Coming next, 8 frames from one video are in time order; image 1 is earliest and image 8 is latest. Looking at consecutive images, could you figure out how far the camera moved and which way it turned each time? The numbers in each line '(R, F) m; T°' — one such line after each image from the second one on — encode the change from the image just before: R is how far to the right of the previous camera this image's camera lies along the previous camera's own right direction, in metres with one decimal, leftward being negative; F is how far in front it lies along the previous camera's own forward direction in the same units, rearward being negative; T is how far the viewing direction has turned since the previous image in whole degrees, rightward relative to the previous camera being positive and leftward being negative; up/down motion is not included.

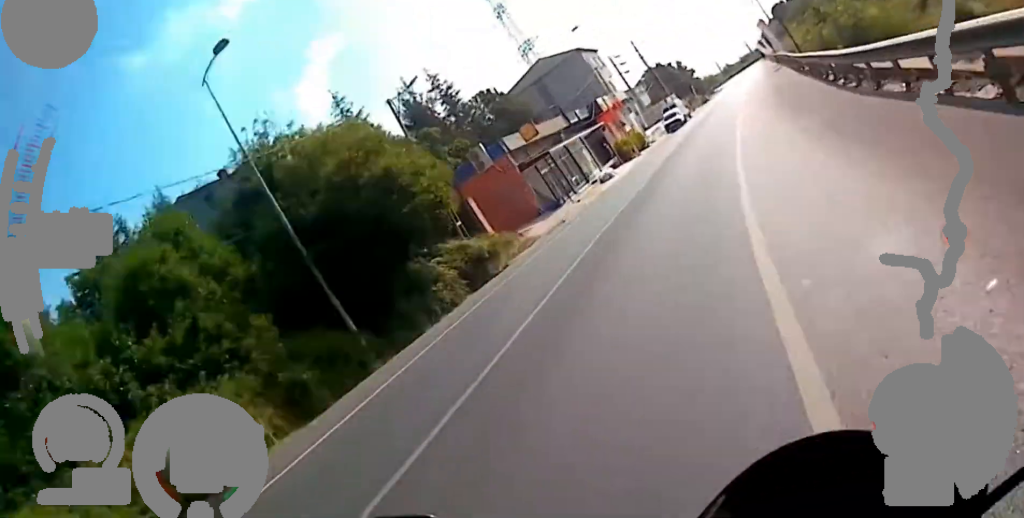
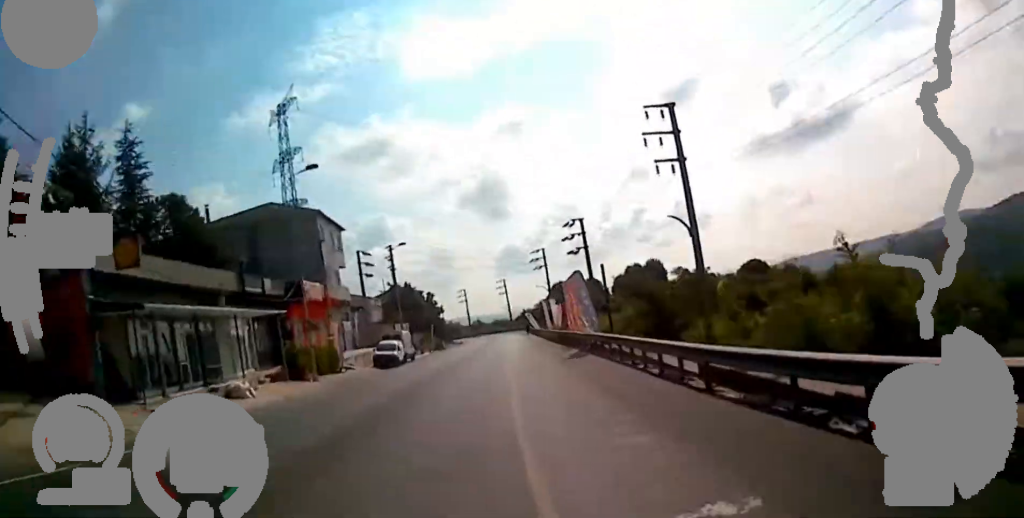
(+0.4, +20.0) m; +1°
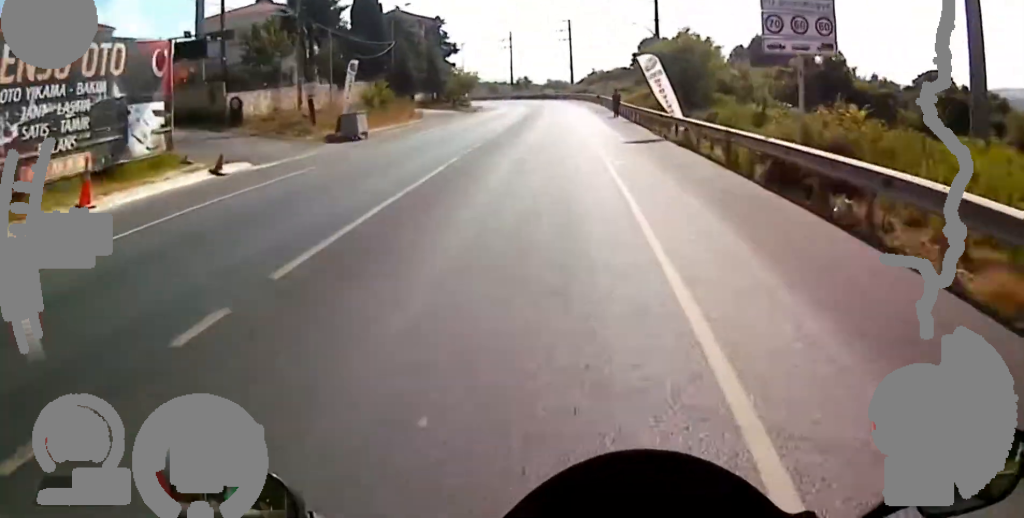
(-0.2, +57.3) m; 0°
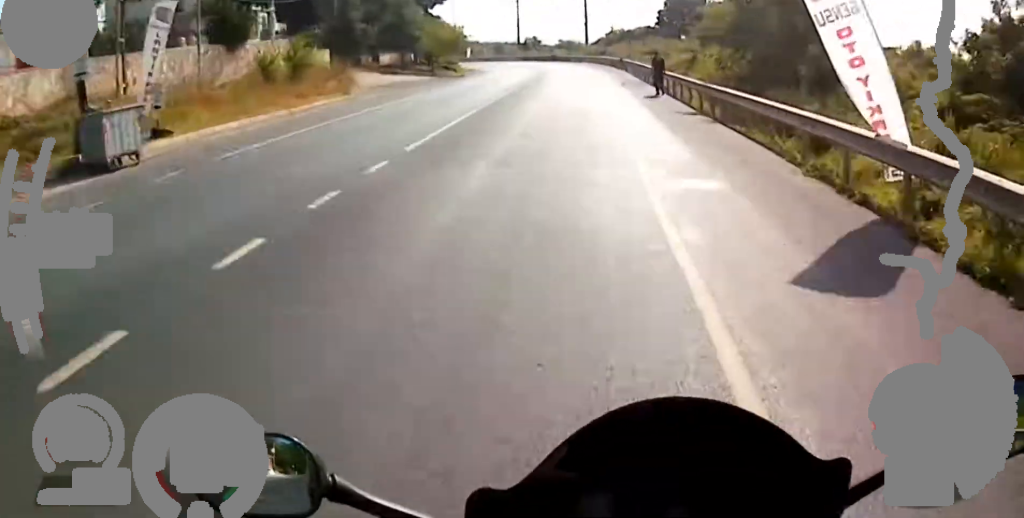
(0.0, +15.5) m; 0°
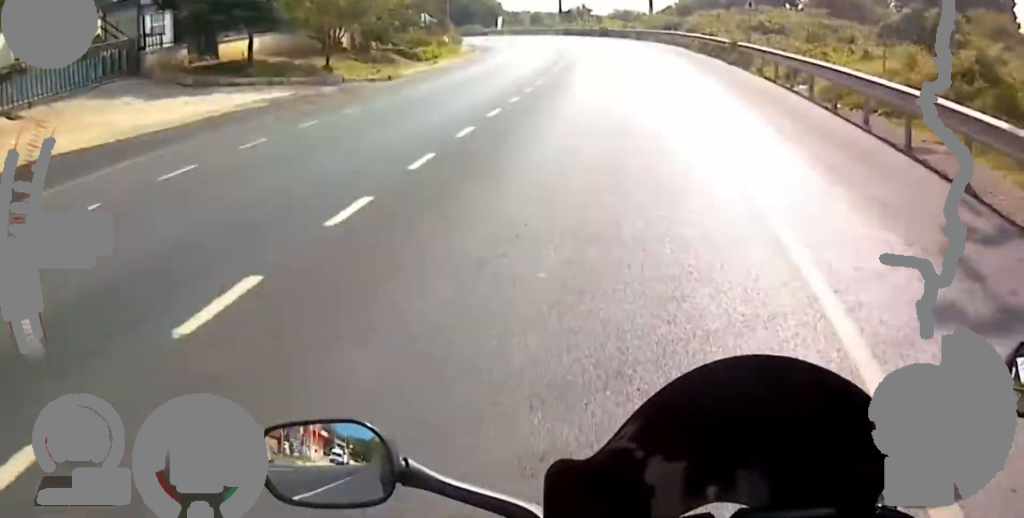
(-0.7, +27.8) m; -9°
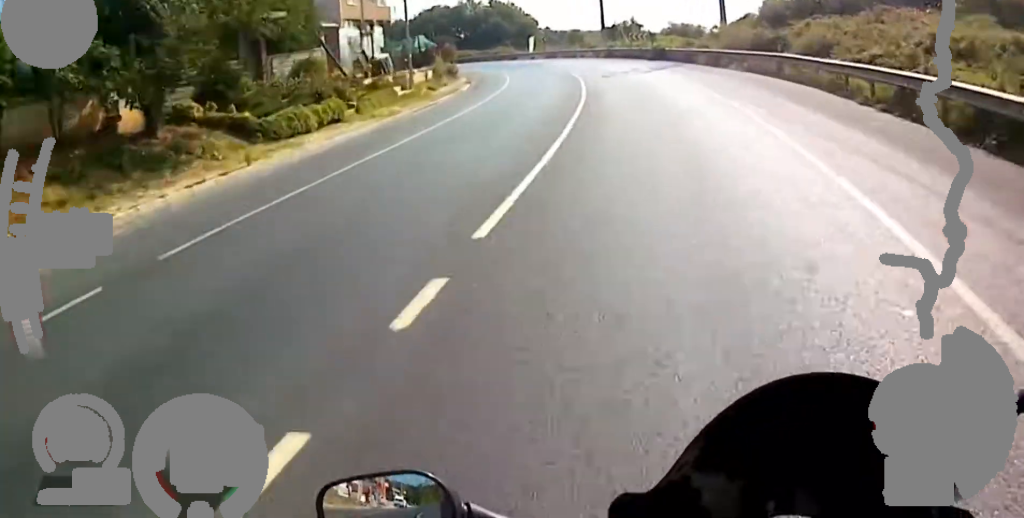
(-3.0, +21.0) m; -7°
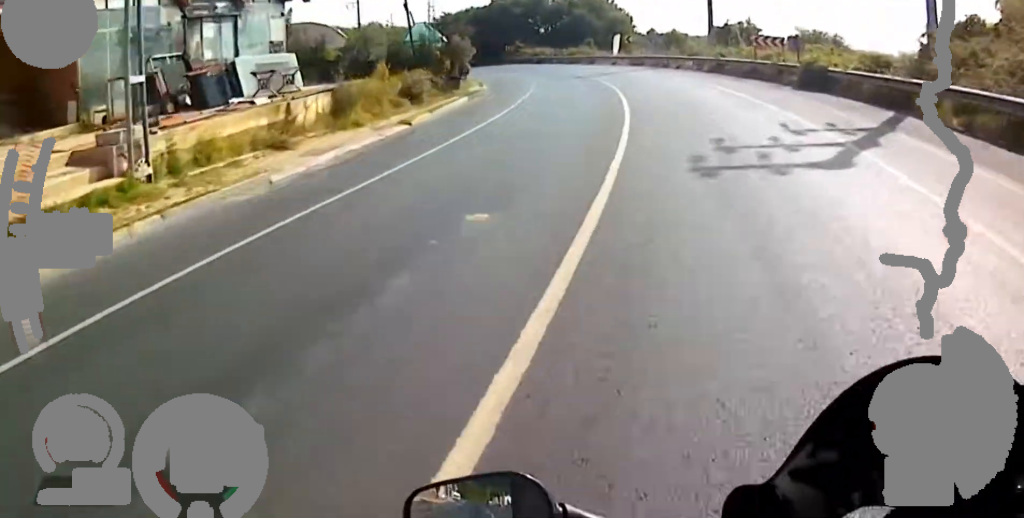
(+0.4, +24.8) m; +5°
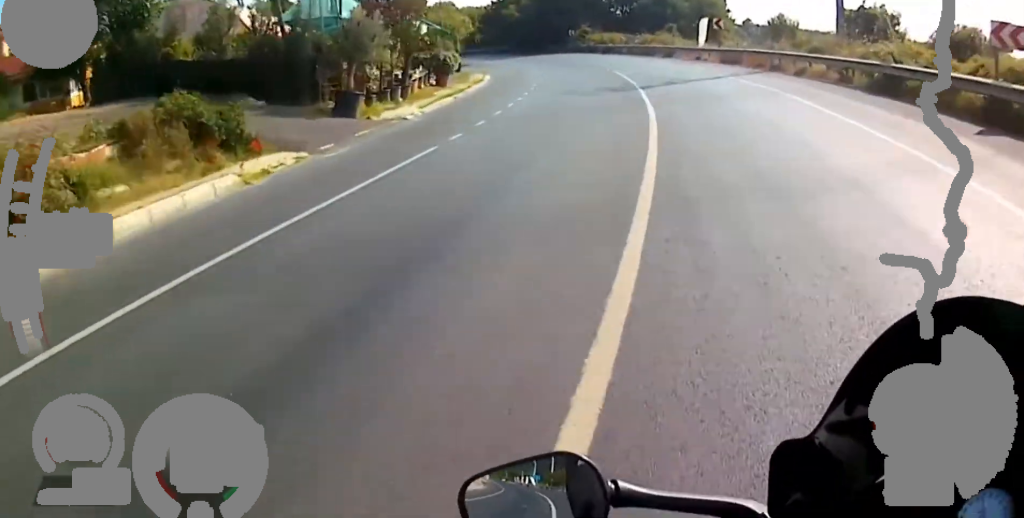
(+1.9, +20.2) m; -4°
